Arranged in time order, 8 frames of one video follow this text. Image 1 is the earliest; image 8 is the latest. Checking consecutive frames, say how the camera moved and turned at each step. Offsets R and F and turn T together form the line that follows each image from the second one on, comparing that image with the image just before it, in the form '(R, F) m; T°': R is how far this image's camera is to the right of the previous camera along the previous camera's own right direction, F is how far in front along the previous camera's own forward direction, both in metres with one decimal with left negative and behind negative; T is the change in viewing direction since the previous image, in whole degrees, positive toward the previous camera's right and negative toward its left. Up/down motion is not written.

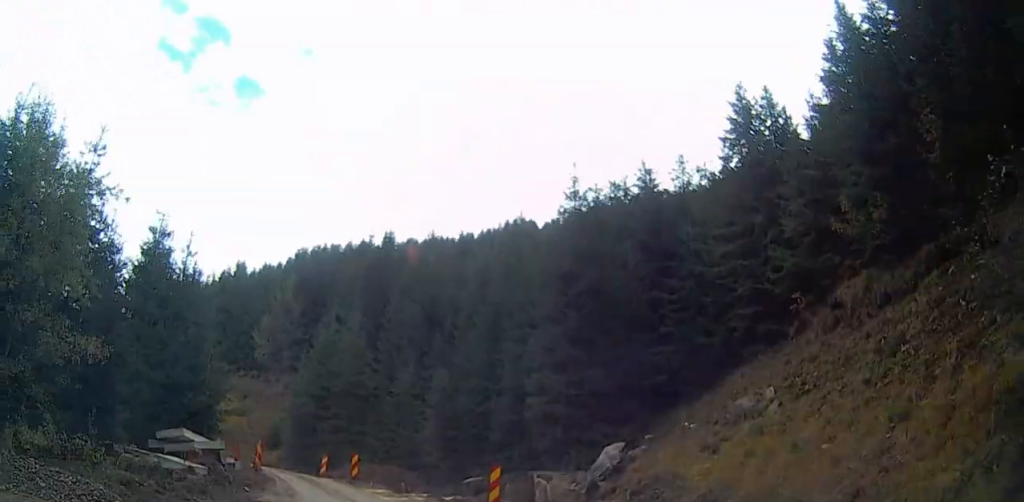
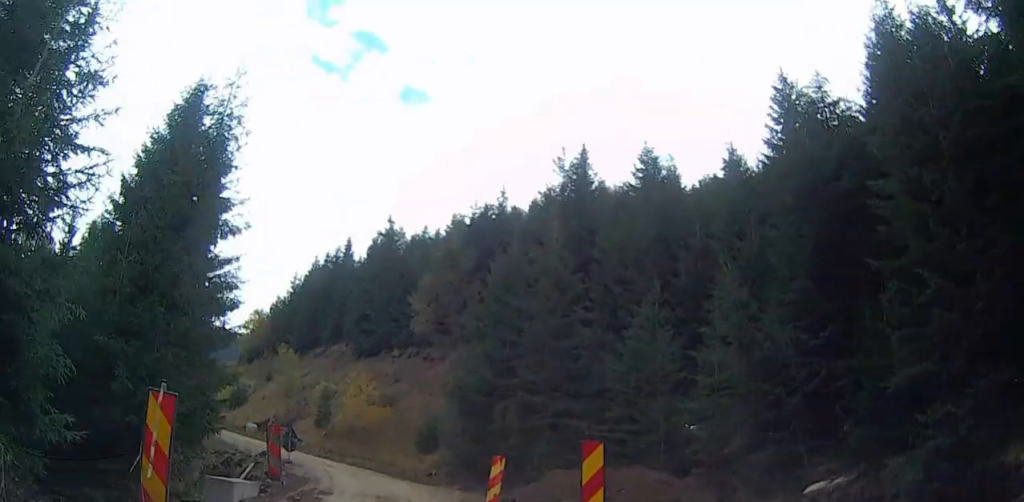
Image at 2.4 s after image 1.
(-2.2, +20.1) m; -12°
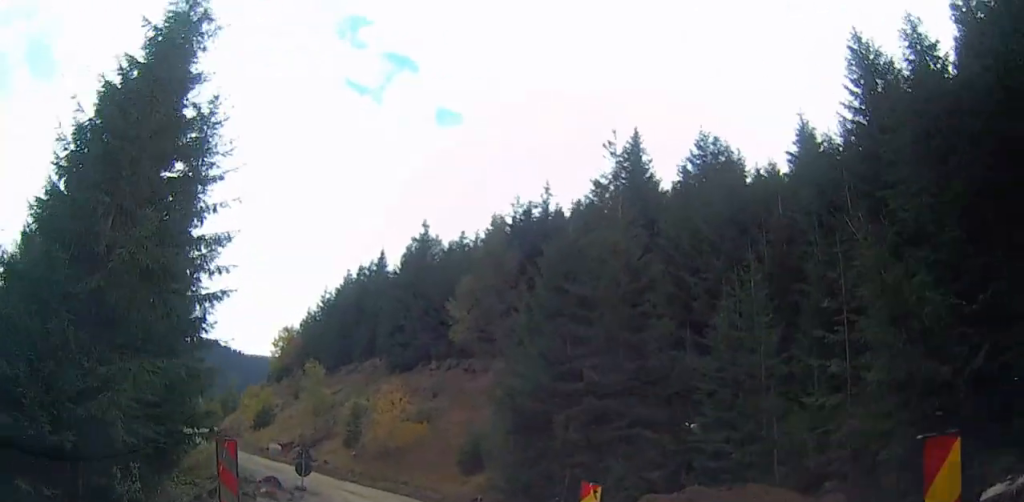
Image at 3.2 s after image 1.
(0.0, +5.9) m; 0°
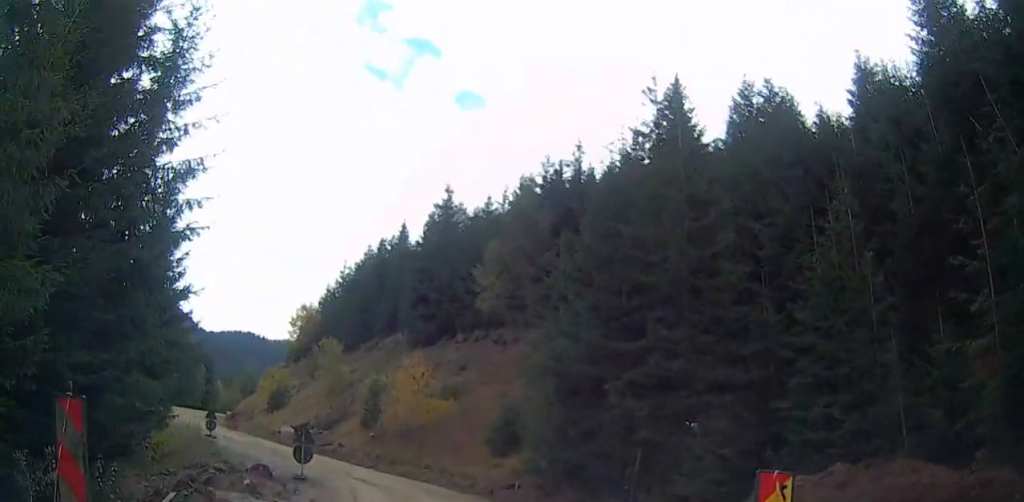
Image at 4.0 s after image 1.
(0.0, +5.2) m; -5°
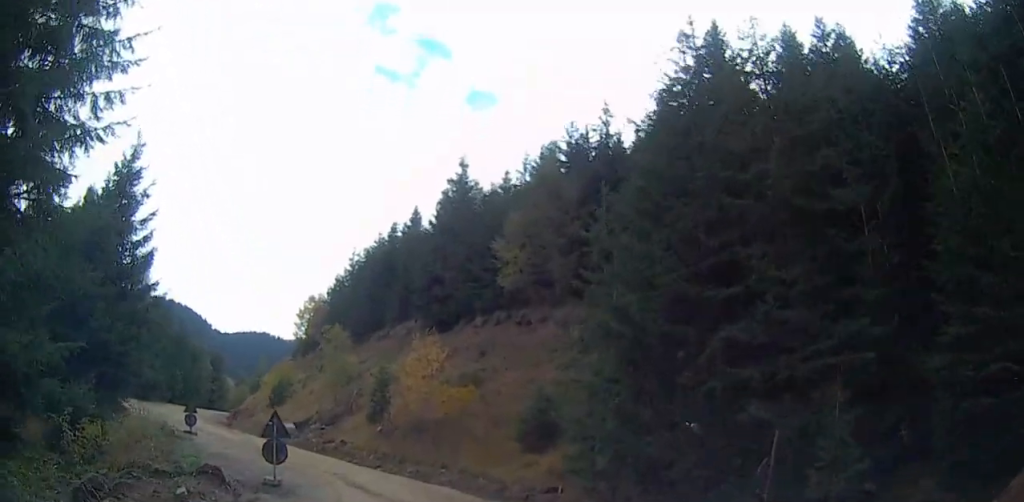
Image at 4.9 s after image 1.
(-0.5, +5.8) m; -4°
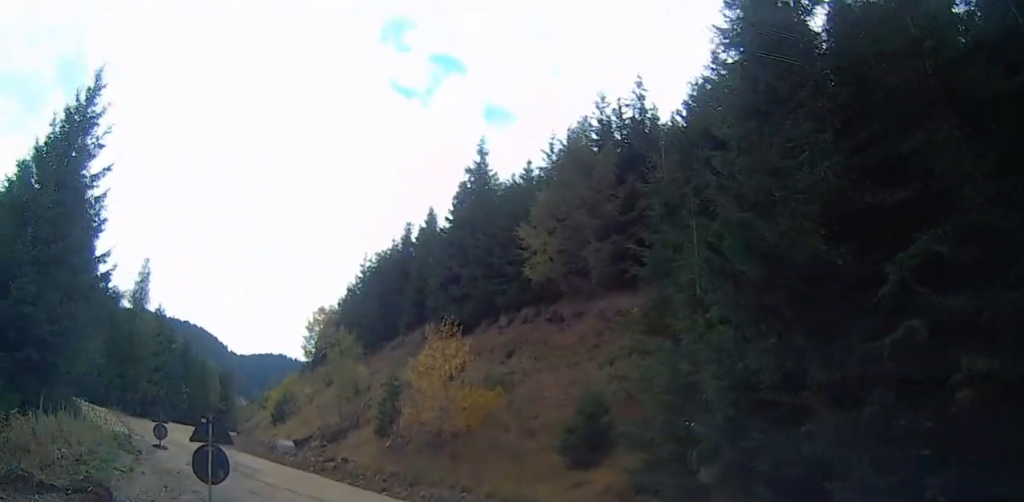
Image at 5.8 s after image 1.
(0.0, +5.2) m; -2°
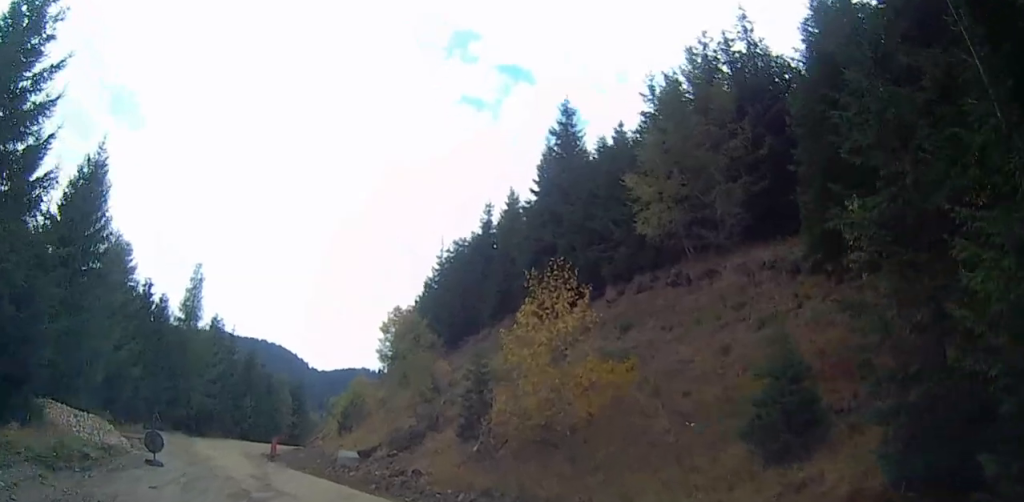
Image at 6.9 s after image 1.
(-0.2, +6.6) m; -6°
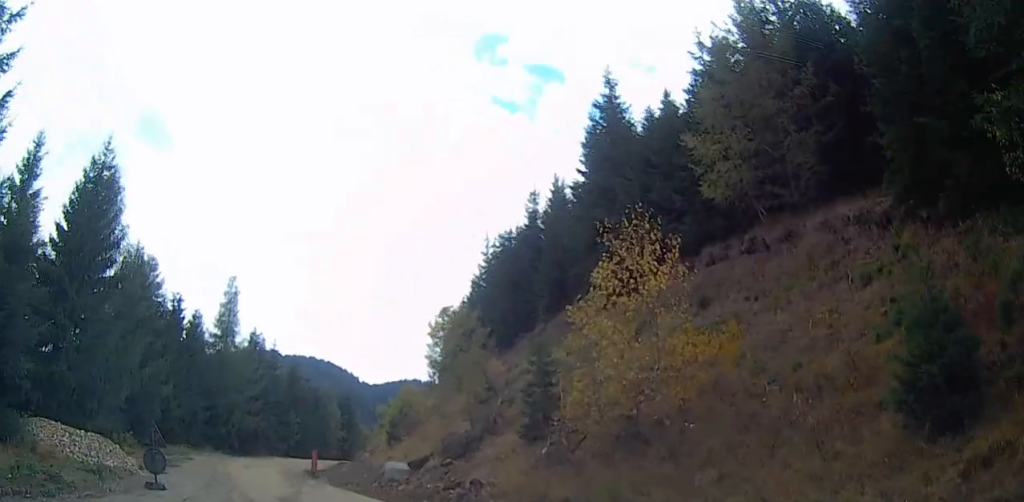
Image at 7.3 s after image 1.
(-0.1, +2.9) m; -3°
